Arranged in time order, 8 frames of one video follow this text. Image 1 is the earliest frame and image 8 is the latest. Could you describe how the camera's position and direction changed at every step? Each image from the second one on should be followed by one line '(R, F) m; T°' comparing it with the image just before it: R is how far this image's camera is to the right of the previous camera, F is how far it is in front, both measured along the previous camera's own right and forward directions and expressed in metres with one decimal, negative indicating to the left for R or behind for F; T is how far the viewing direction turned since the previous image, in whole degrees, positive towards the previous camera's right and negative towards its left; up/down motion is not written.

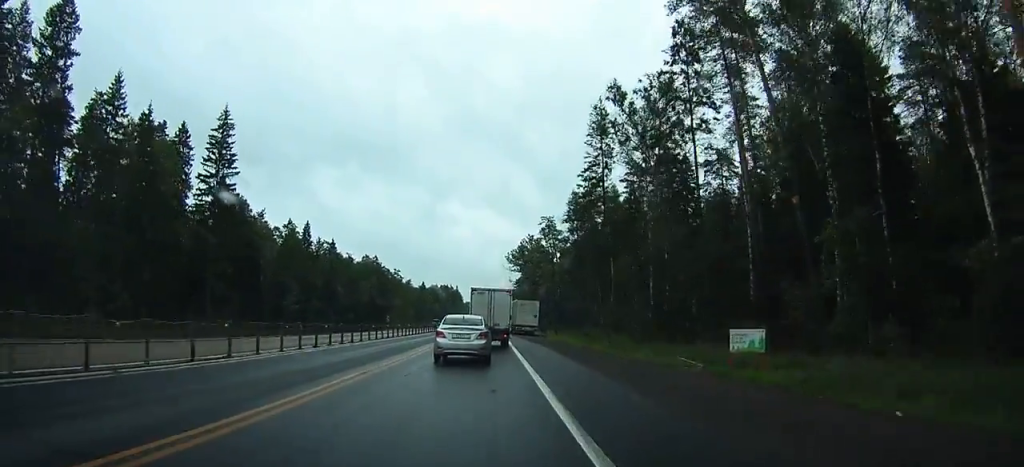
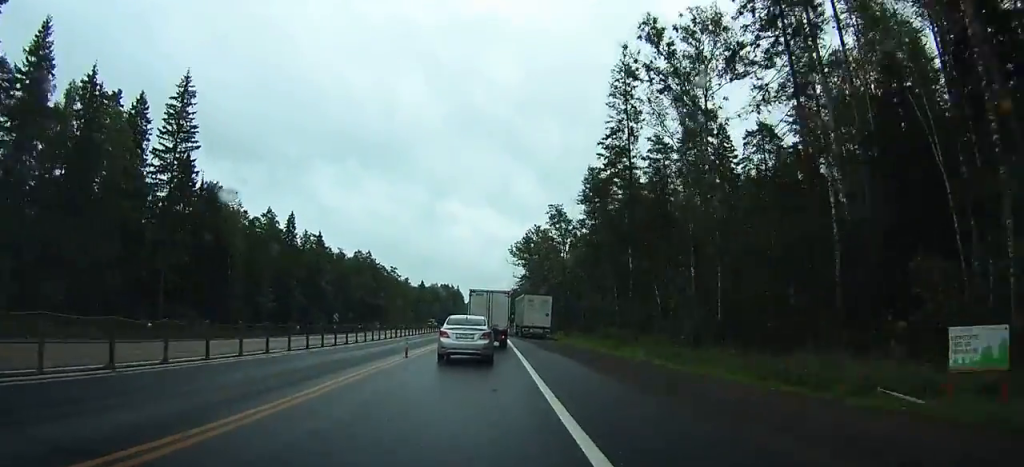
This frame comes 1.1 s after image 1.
(0.0, +13.3) m; 0°
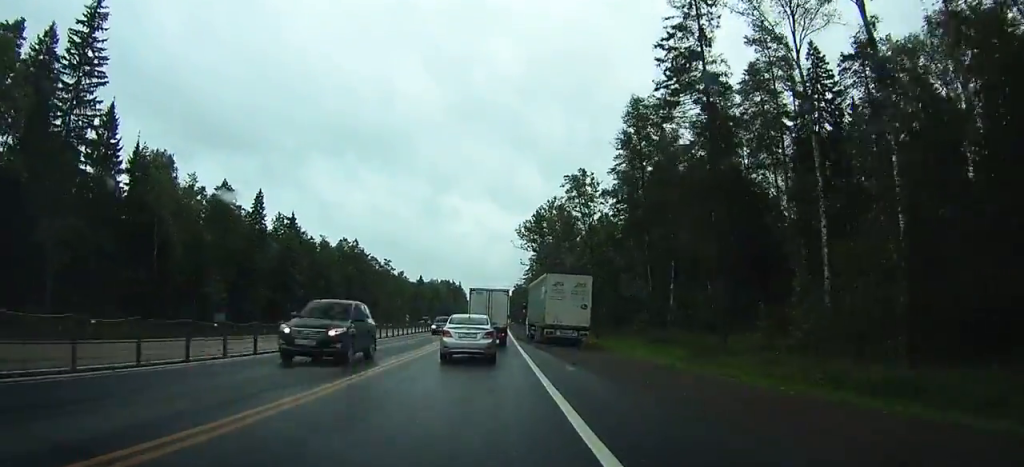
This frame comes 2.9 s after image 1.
(+0.1, +21.4) m; 0°
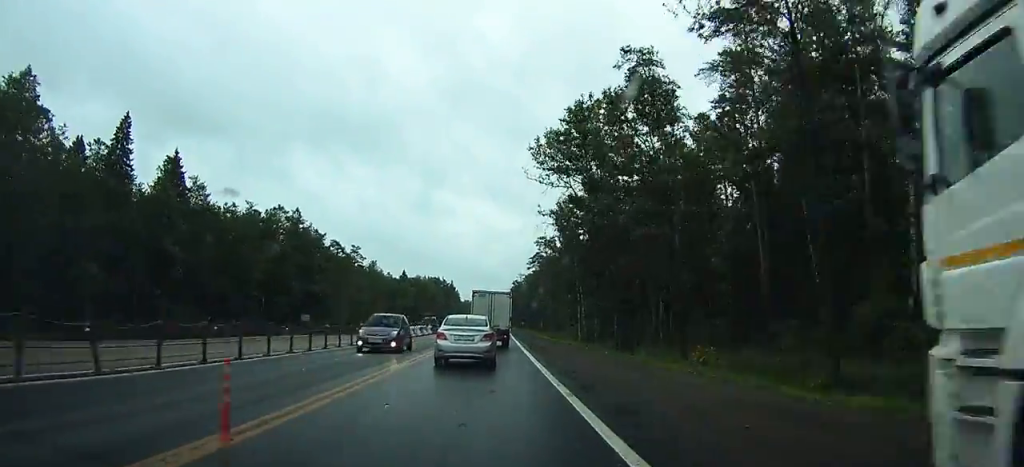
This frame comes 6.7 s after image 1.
(0.0, +45.4) m; 0°
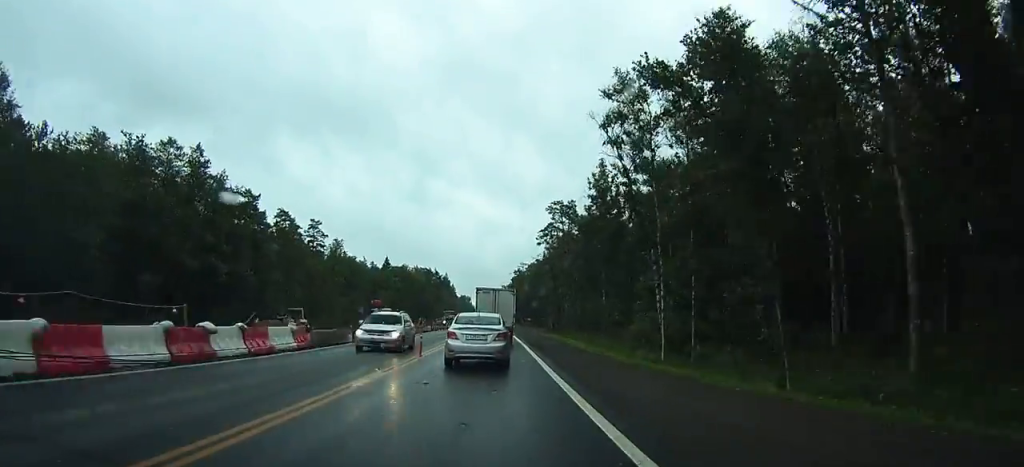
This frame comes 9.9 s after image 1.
(-0.1, +40.1) m; 0°
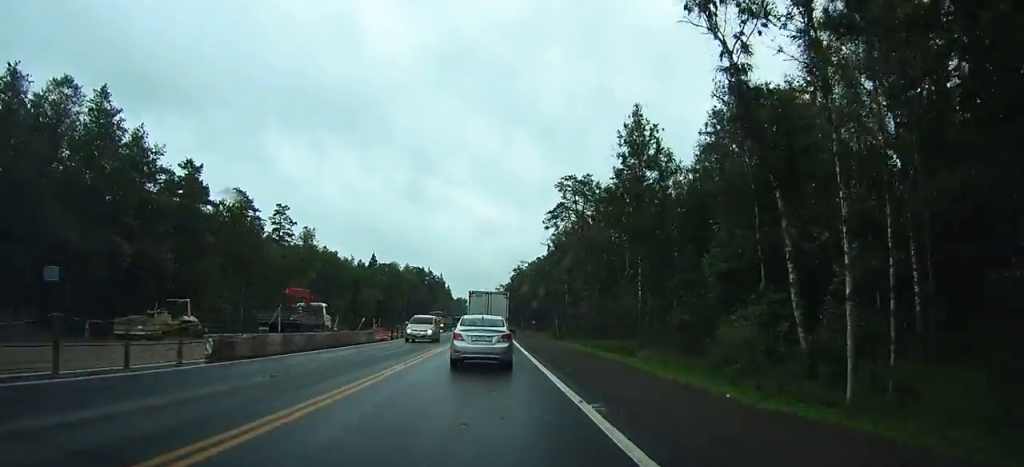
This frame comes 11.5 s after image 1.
(0.0, +21.3) m; 0°
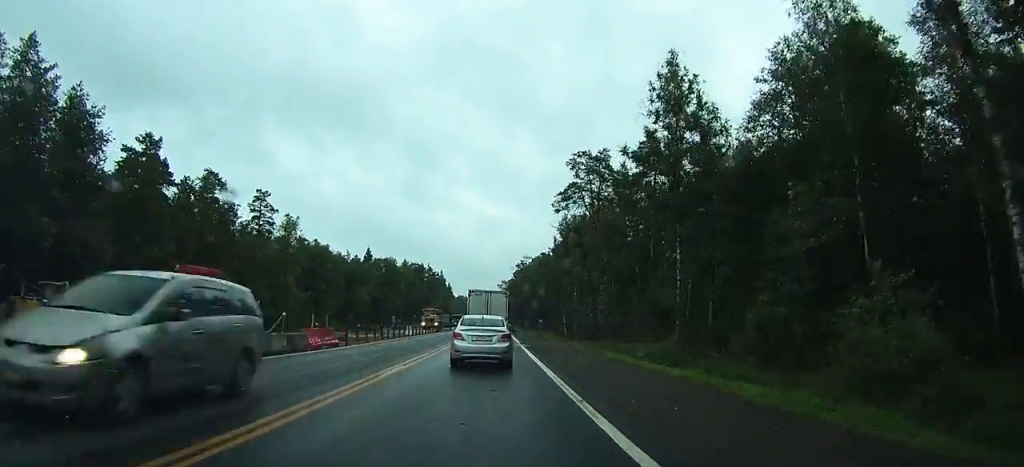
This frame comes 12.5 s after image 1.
(0.0, +11.9) m; 0°
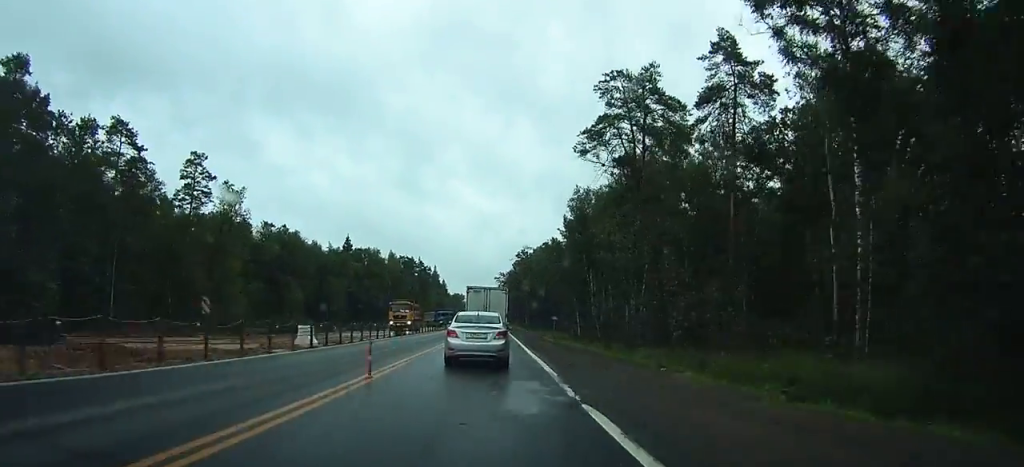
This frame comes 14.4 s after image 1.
(+0.1, +24.5) m; 0°
